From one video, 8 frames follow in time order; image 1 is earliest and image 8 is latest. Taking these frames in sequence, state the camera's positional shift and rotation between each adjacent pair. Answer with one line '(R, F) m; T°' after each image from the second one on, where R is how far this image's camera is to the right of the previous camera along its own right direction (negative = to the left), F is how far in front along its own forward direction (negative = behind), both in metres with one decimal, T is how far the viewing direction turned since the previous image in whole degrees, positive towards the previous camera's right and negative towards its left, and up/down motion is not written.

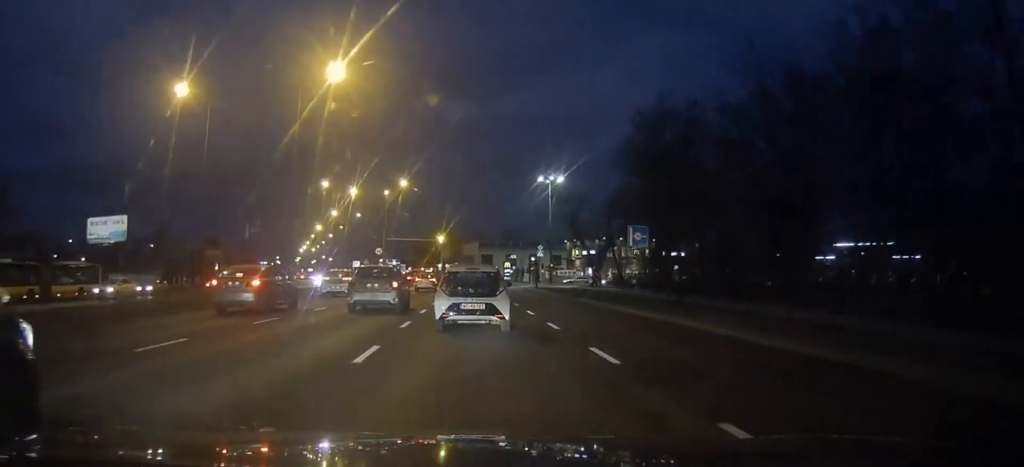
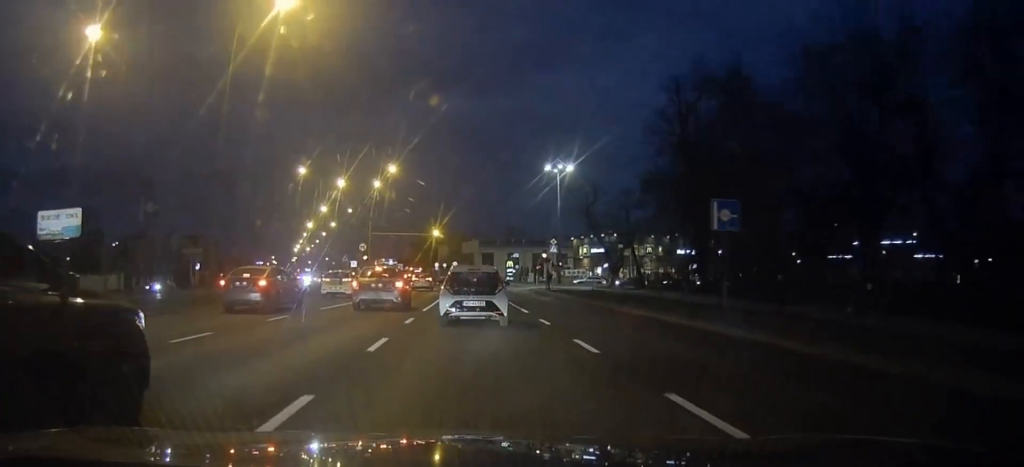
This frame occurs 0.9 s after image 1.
(0.0, +10.4) m; 0°
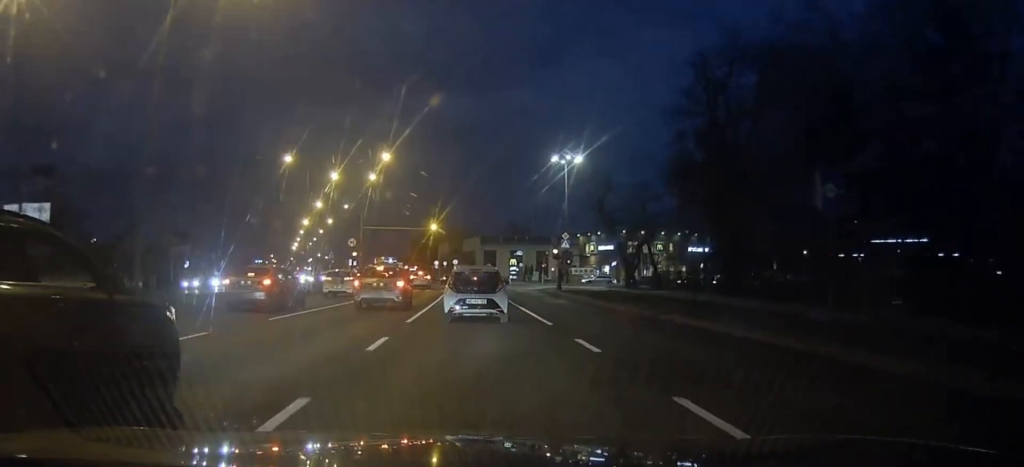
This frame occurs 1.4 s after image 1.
(0.0, +6.2) m; 0°
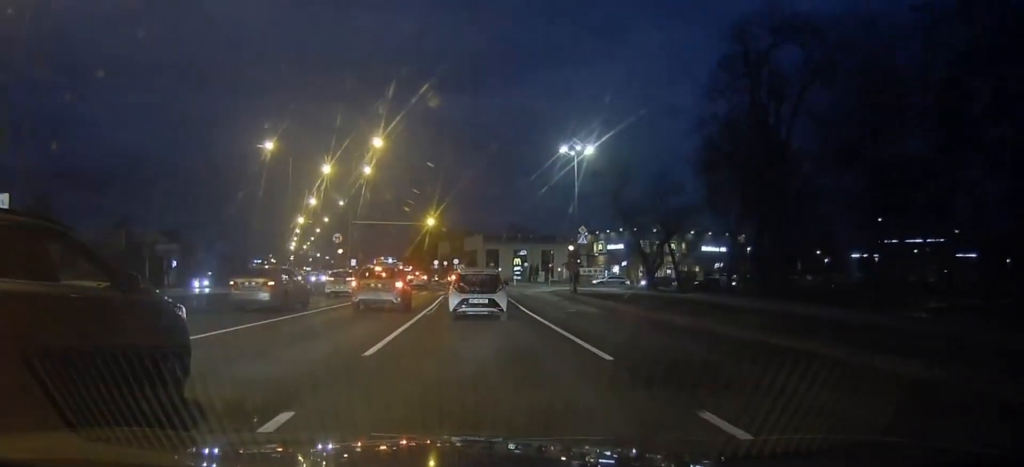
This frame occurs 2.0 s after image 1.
(0.0, +6.5) m; 0°
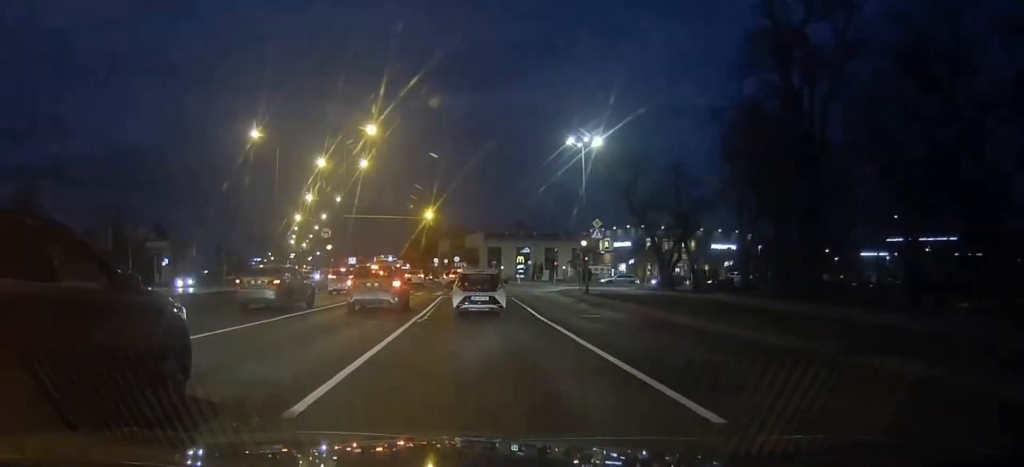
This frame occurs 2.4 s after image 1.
(0.0, +4.3) m; 0°
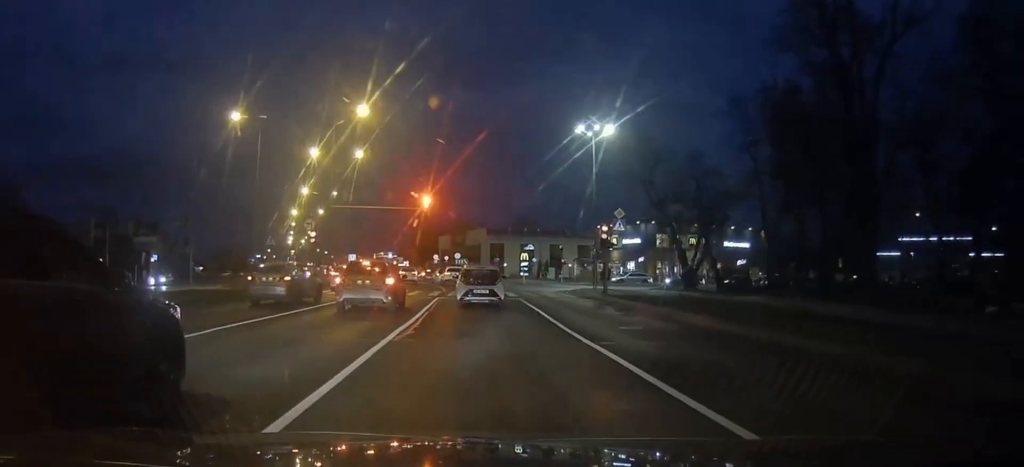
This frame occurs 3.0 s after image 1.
(0.0, +5.5) m; -1°
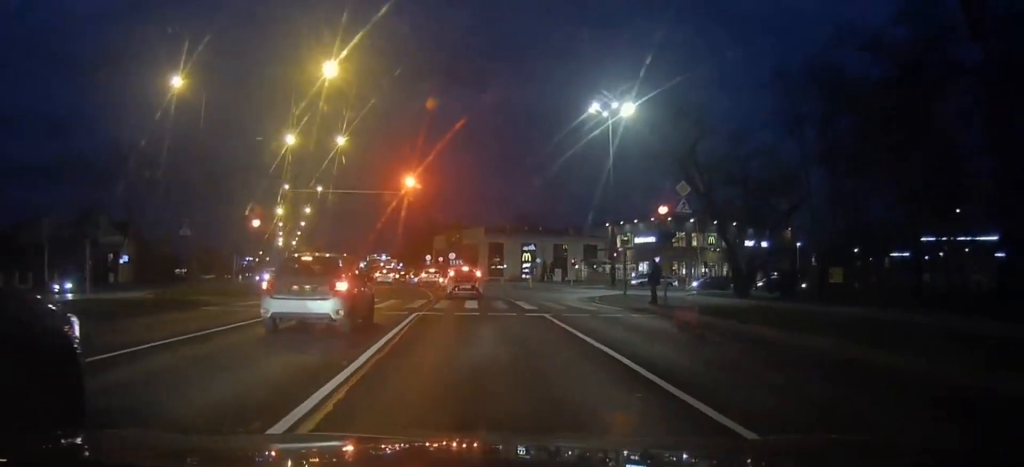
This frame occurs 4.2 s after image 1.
(-0.2, +10.6) m; 0°
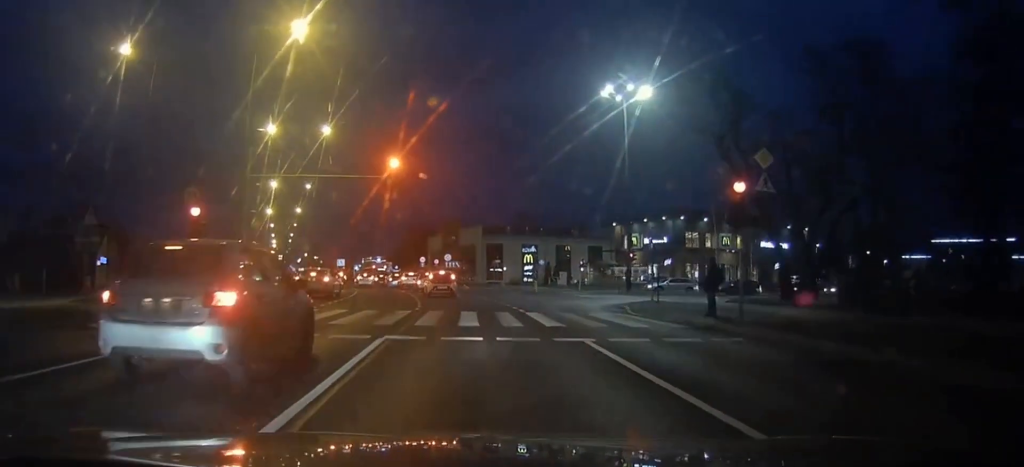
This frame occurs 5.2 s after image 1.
(+0.1, +7.1) m; +3°
